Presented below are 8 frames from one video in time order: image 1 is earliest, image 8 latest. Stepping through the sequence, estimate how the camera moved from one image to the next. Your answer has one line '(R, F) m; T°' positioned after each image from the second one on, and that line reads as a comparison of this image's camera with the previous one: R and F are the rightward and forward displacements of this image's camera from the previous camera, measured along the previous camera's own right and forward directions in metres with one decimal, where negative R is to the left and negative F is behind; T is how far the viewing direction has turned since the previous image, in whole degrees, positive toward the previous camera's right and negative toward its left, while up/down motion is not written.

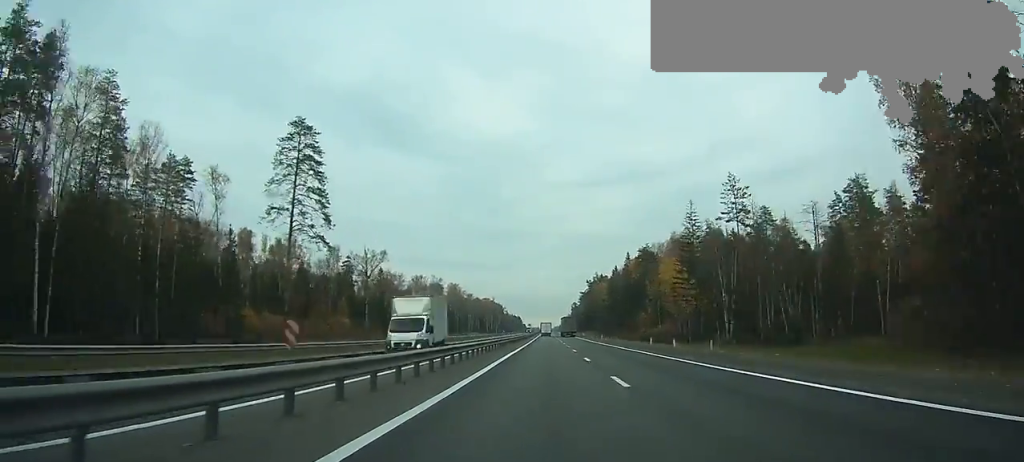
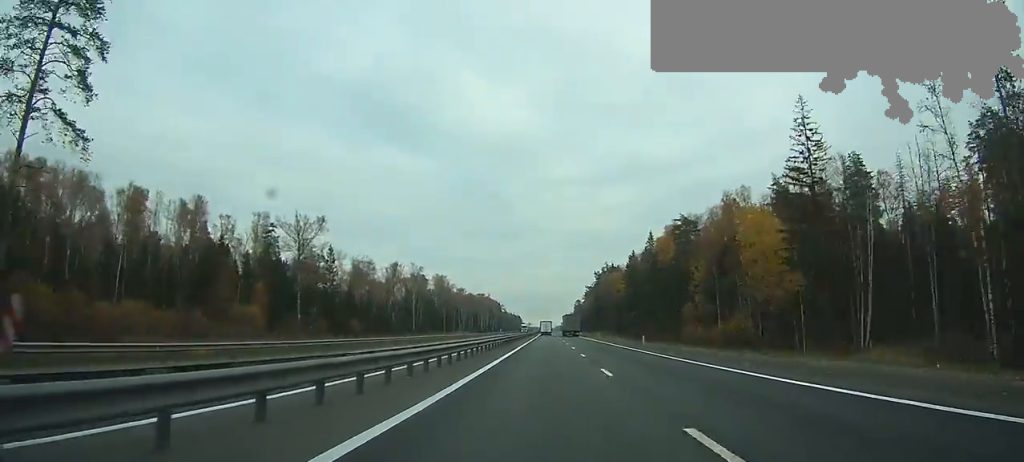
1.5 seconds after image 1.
(0.0, +48.7) m; 0°
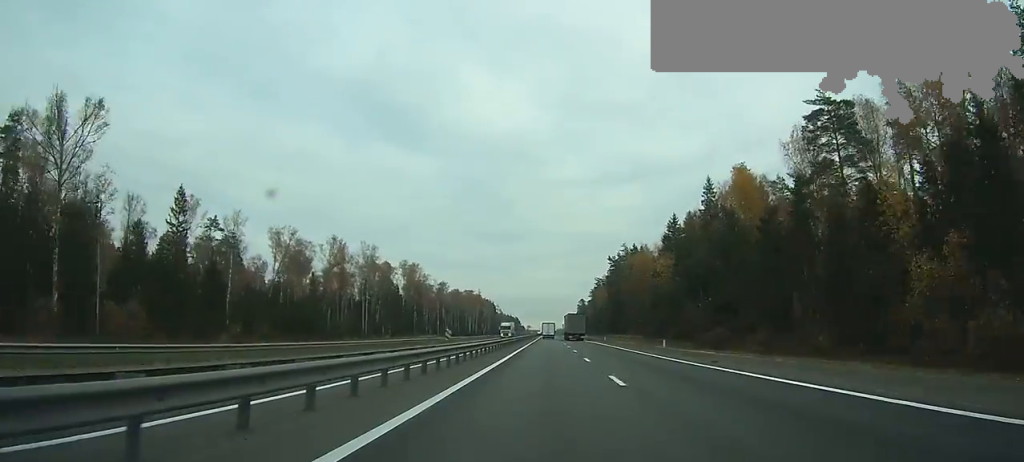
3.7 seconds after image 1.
(+0.1, +66.2) m; 0°
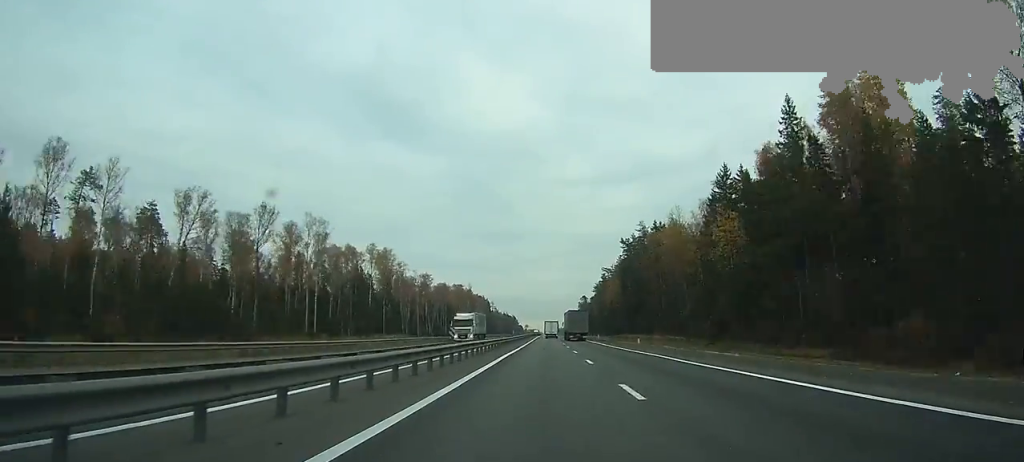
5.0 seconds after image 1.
(0.0, +40.2) m; 0°
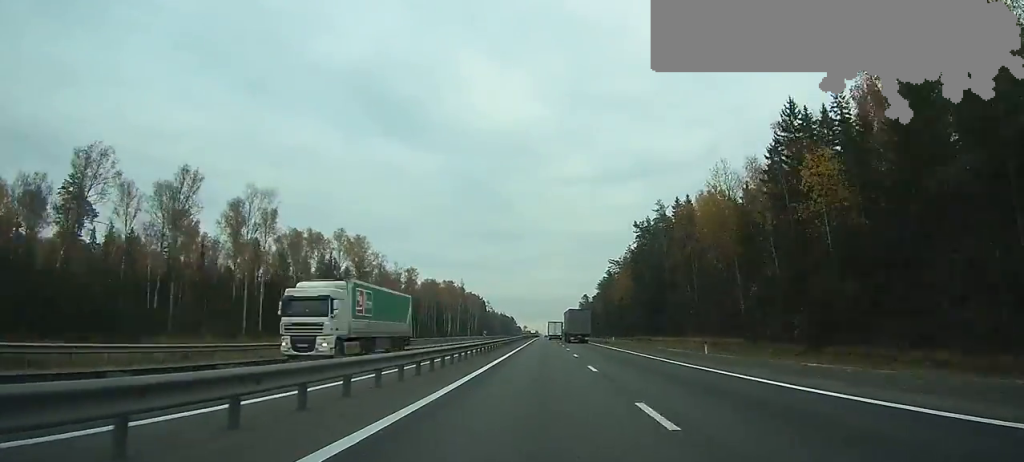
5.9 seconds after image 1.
(0.0, +27.9) m; 0°
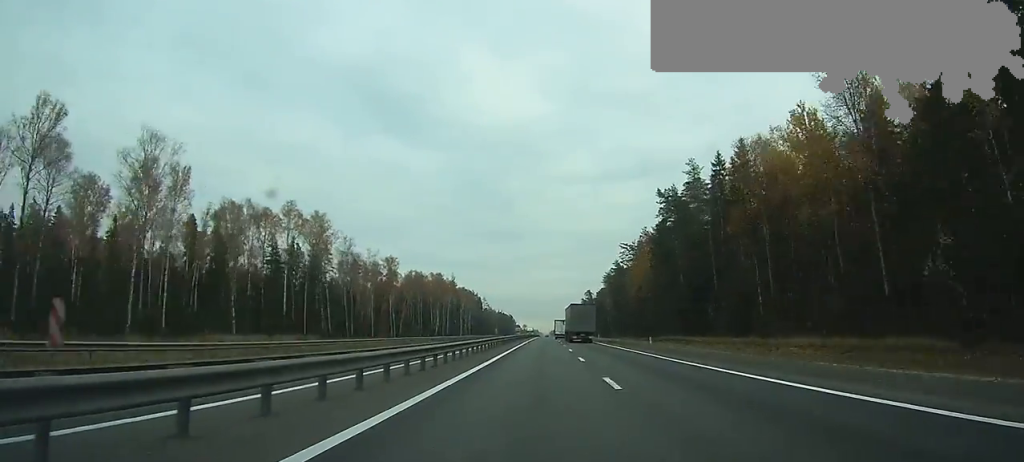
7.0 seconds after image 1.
(-0.1, +31.3) m; 0°
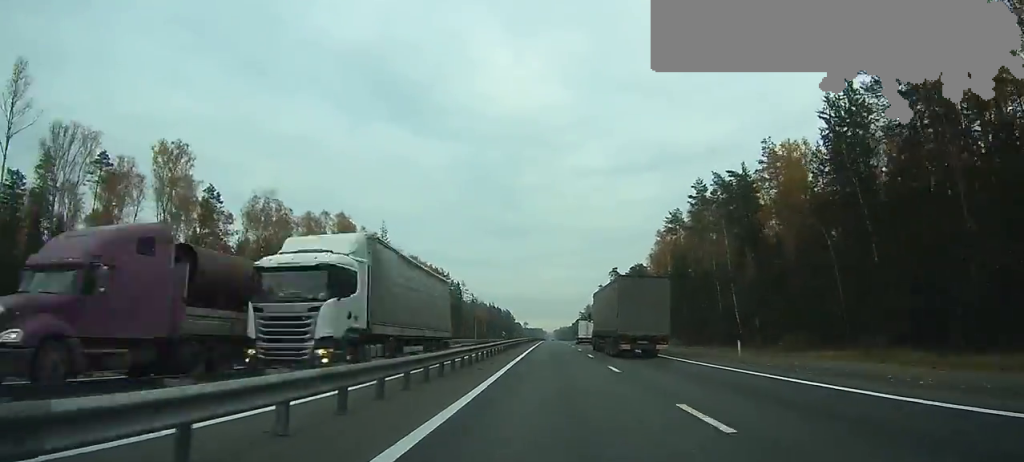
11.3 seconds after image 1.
(+0.1, +122.5) m; 0°
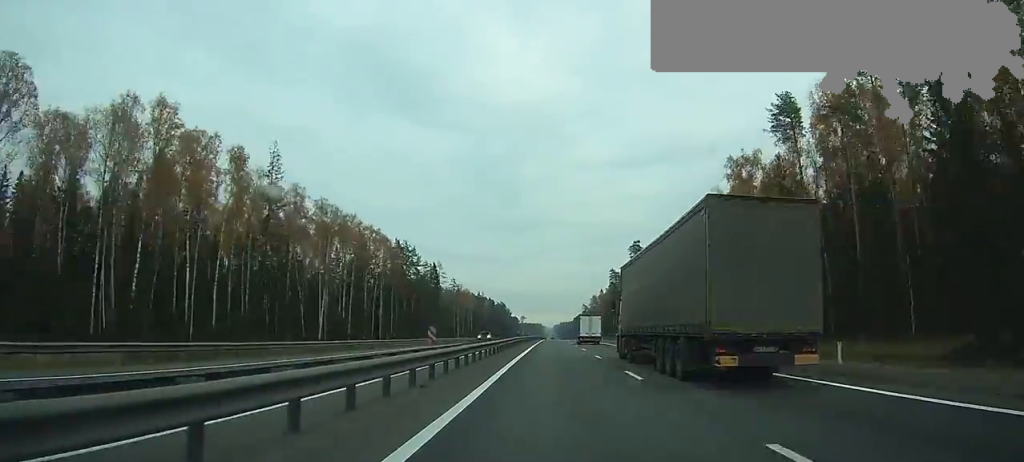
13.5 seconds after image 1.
(0.0, +59.7) m; 0°
